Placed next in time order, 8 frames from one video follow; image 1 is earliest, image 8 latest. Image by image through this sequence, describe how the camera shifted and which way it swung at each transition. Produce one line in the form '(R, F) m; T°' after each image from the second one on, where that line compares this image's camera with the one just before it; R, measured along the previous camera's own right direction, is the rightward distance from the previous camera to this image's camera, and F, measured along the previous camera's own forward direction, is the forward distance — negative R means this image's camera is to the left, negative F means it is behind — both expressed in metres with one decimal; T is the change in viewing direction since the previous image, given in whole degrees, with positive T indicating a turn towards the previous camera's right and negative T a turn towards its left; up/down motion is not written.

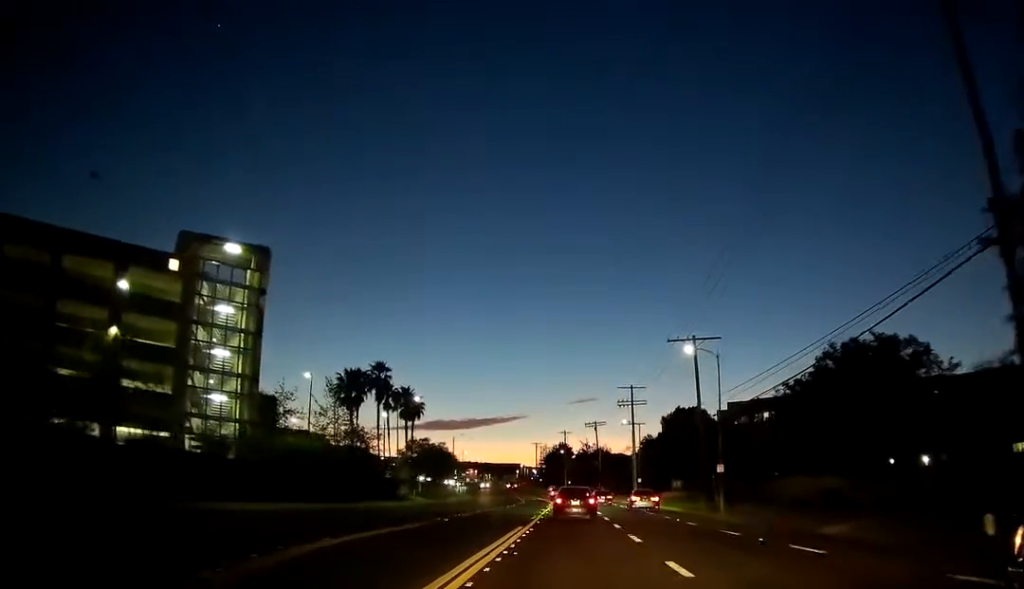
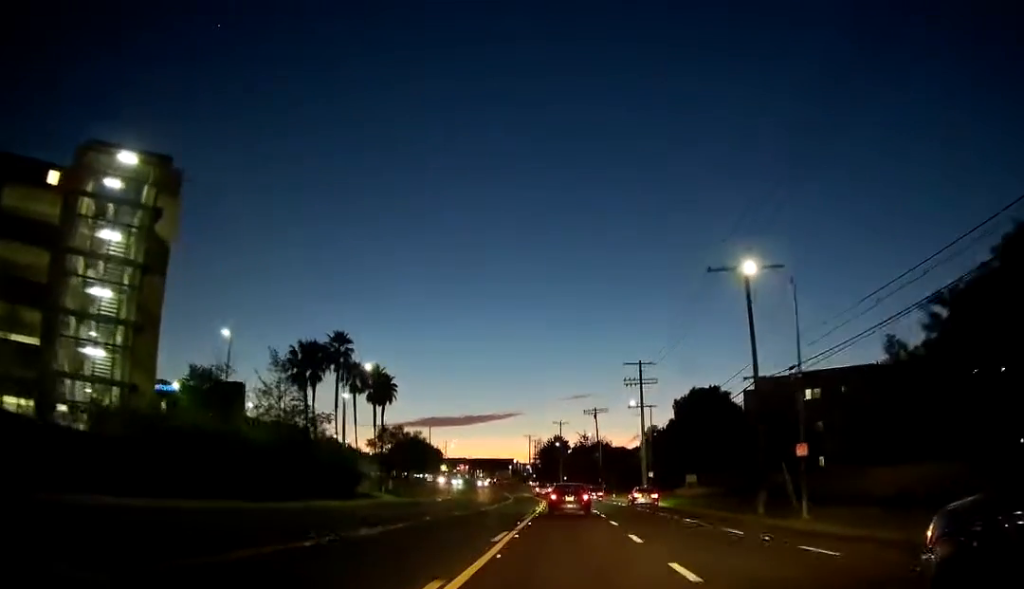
(0.0, +15.7) m; 0°
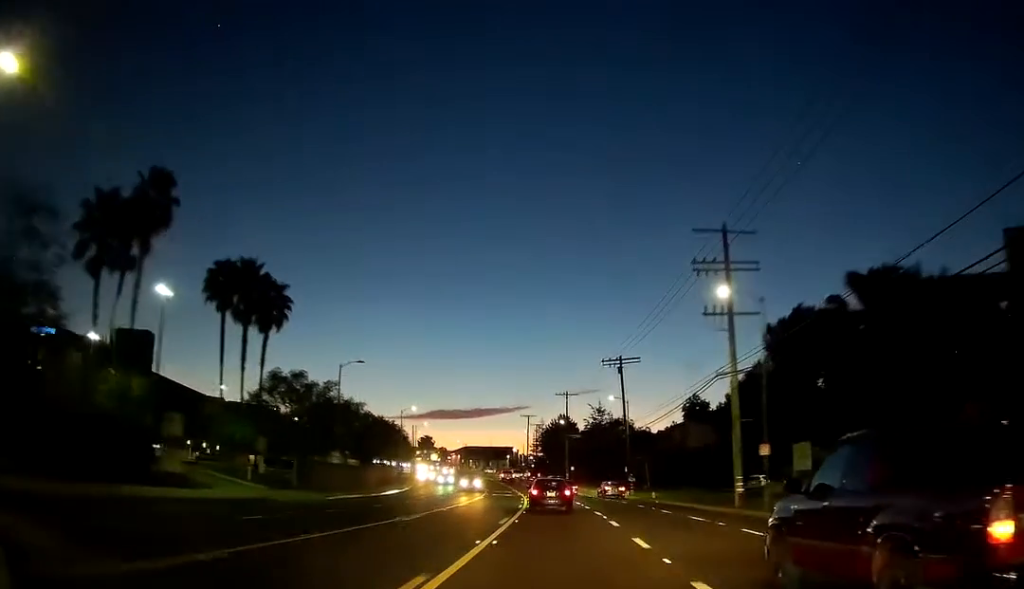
(+0.3, +40.1) m; 0°
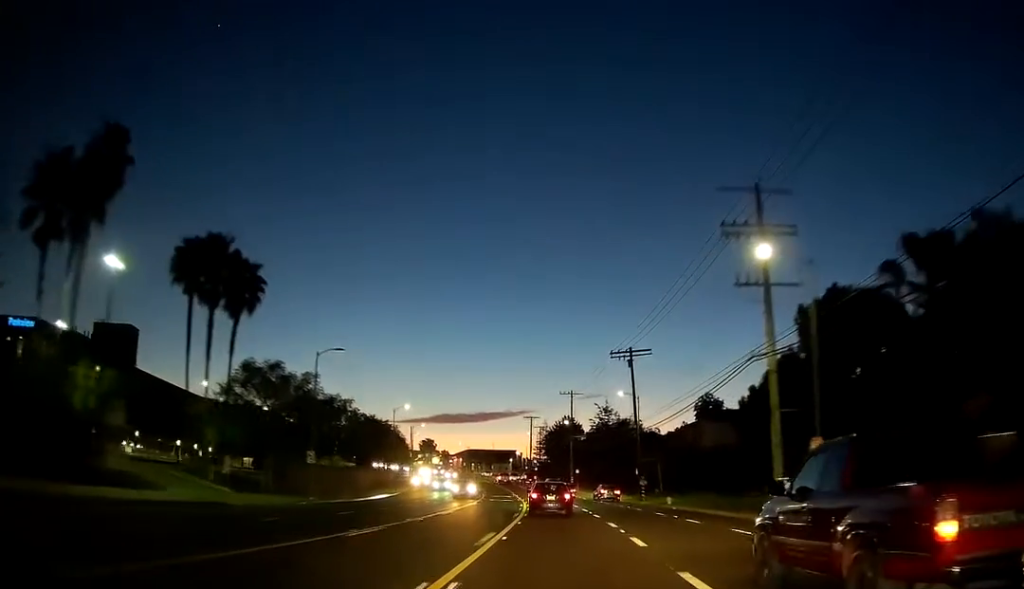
(0.0, +6.7) m; 0°
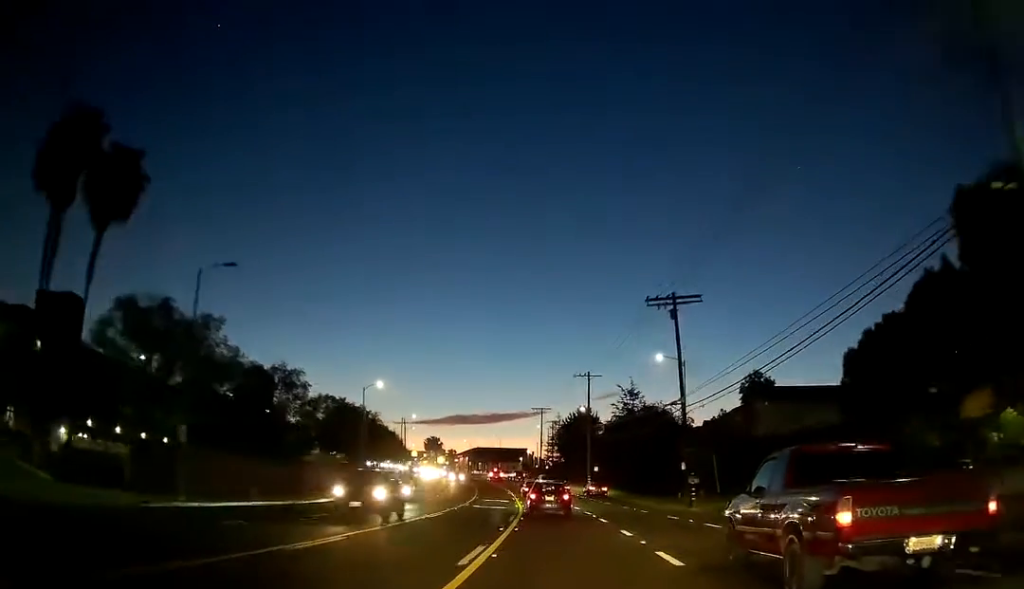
(-0.3, +18.8) m; -1°
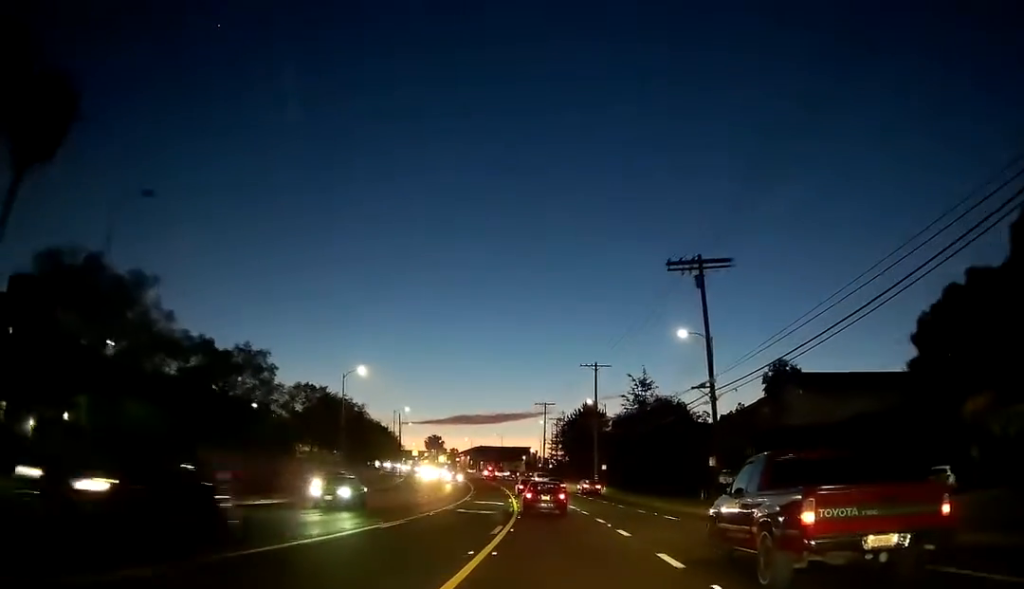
(0.0, +7.5) m; 0°
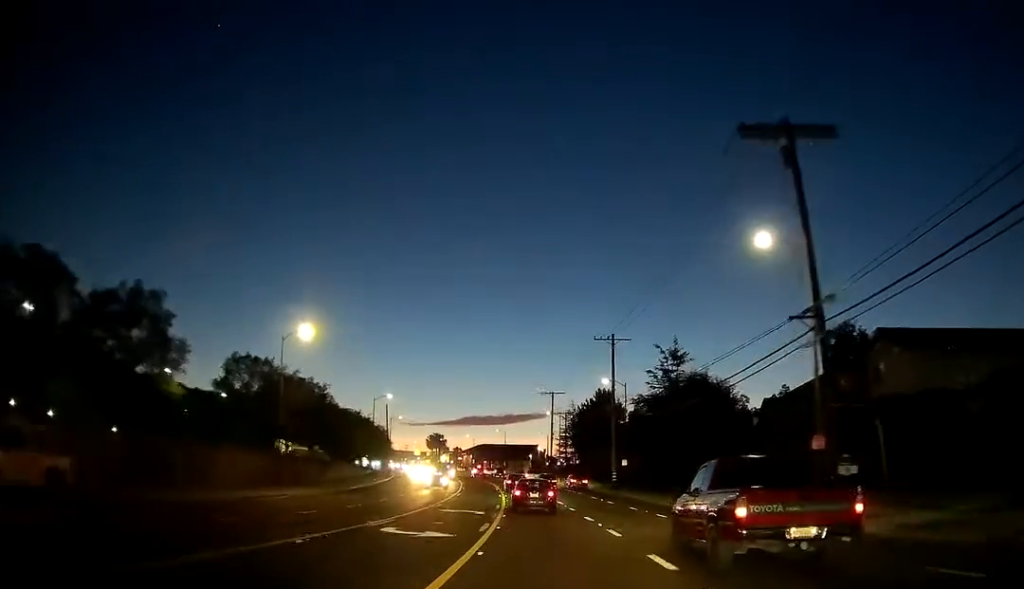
(-0.2, +15.7) m; -1°
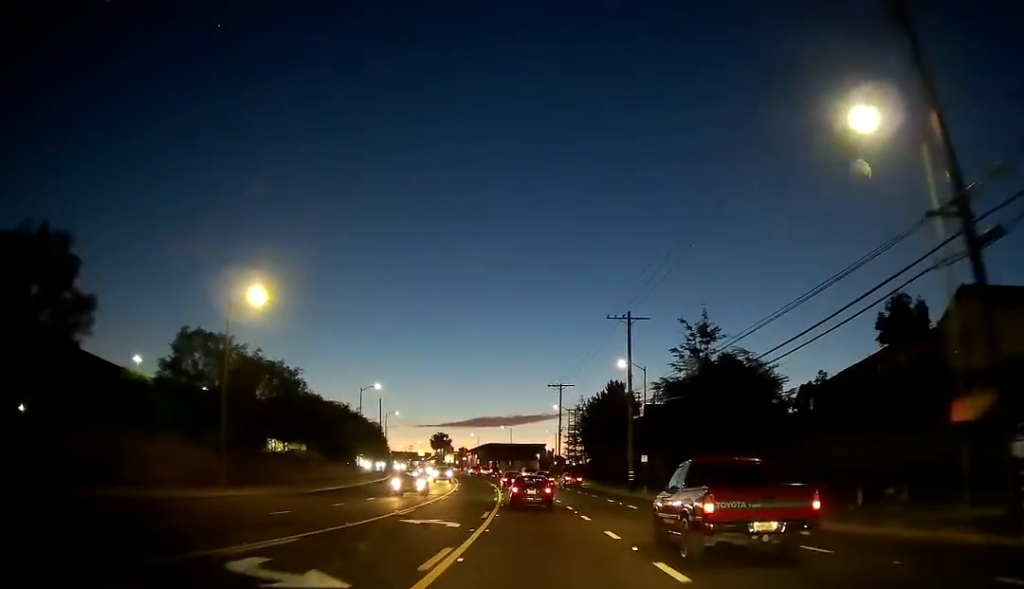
(-0.1, +8.8) m; 0°
